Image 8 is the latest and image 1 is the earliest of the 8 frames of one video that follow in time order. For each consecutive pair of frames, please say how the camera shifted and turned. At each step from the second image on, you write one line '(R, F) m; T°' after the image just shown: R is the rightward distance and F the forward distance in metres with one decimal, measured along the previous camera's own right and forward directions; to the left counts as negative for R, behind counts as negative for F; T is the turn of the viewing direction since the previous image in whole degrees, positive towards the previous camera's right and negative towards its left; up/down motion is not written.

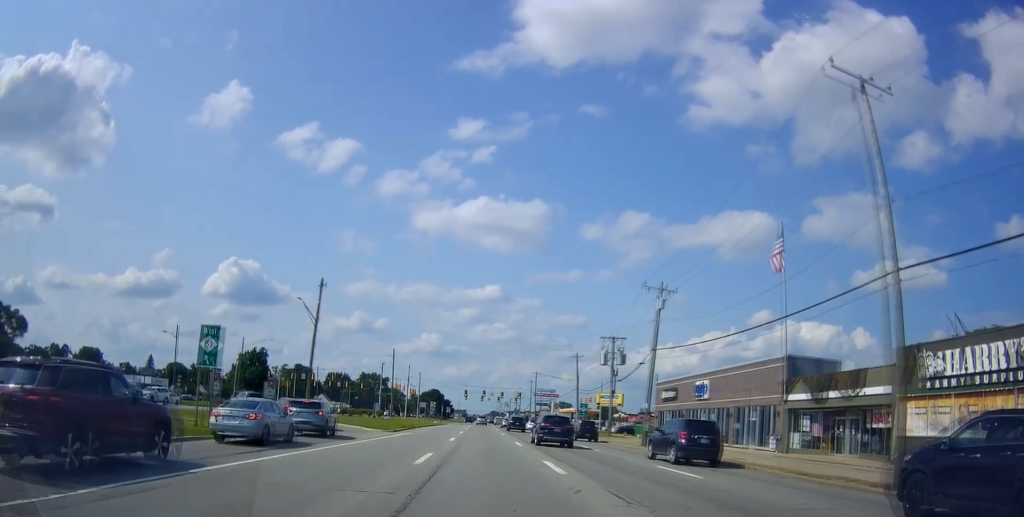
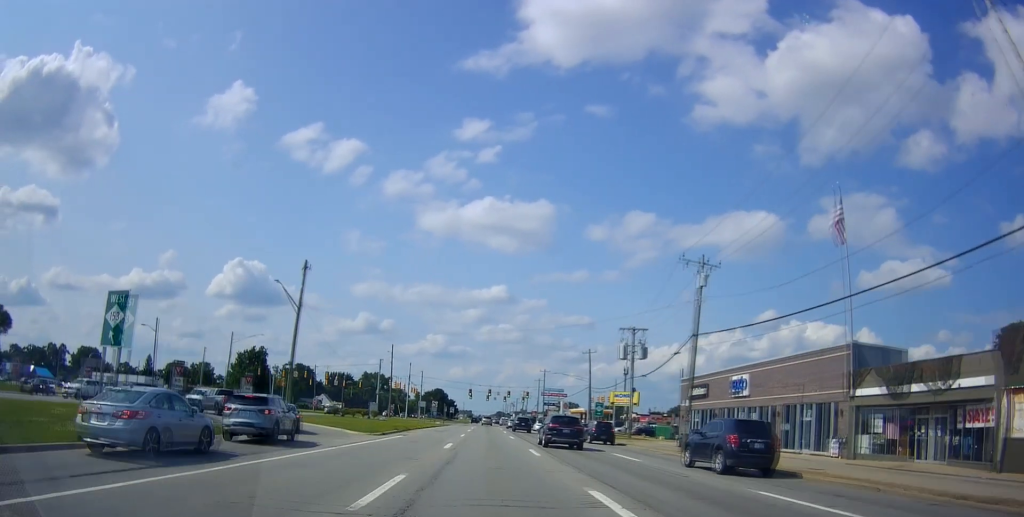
(-0.5, +7.4) m; -1°
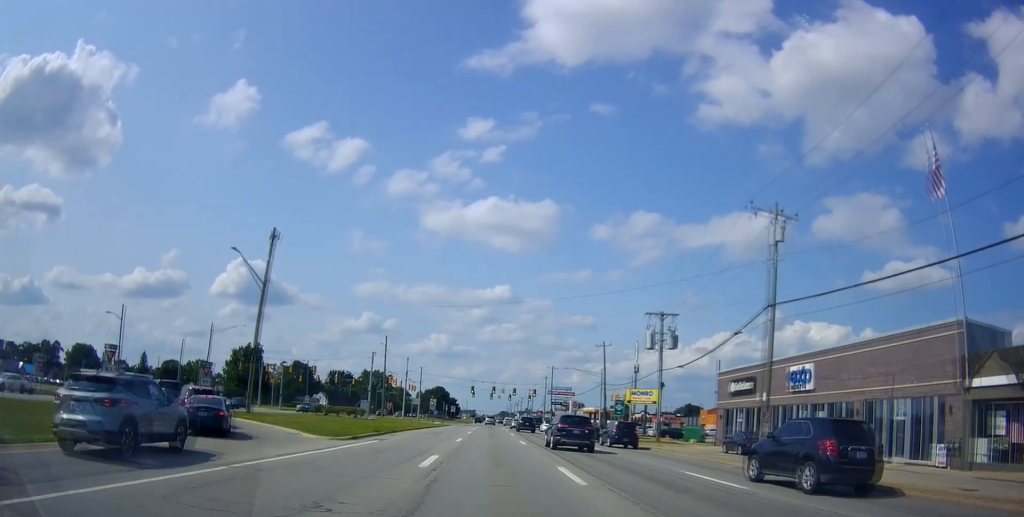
(+0.3, +9.6) m; +1°
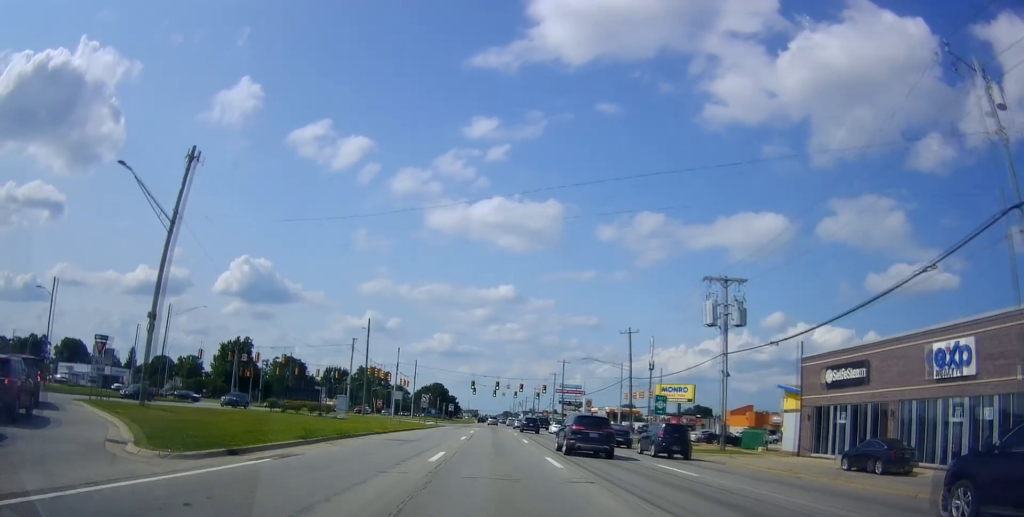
(+0.3, +14.9) m; +1°
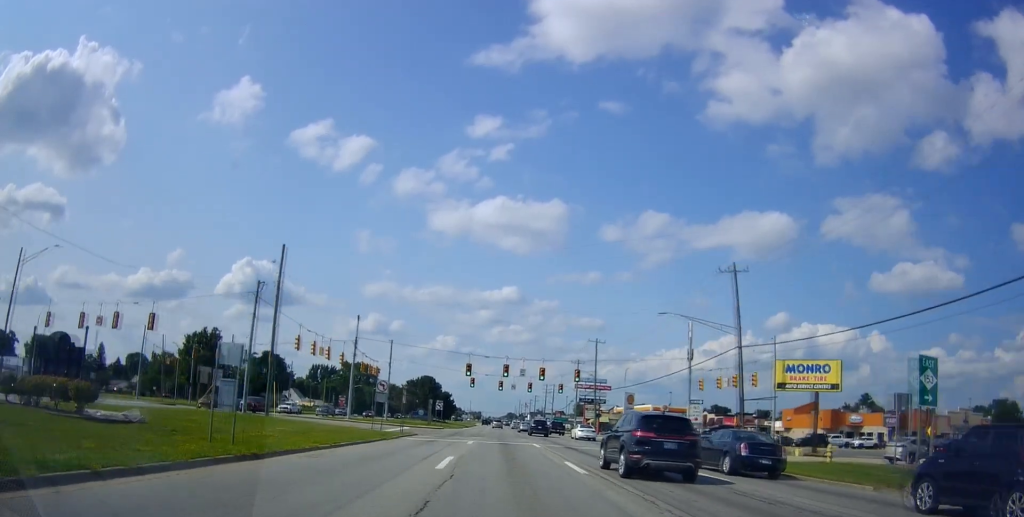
(-0.6, +32.9) m; -3°
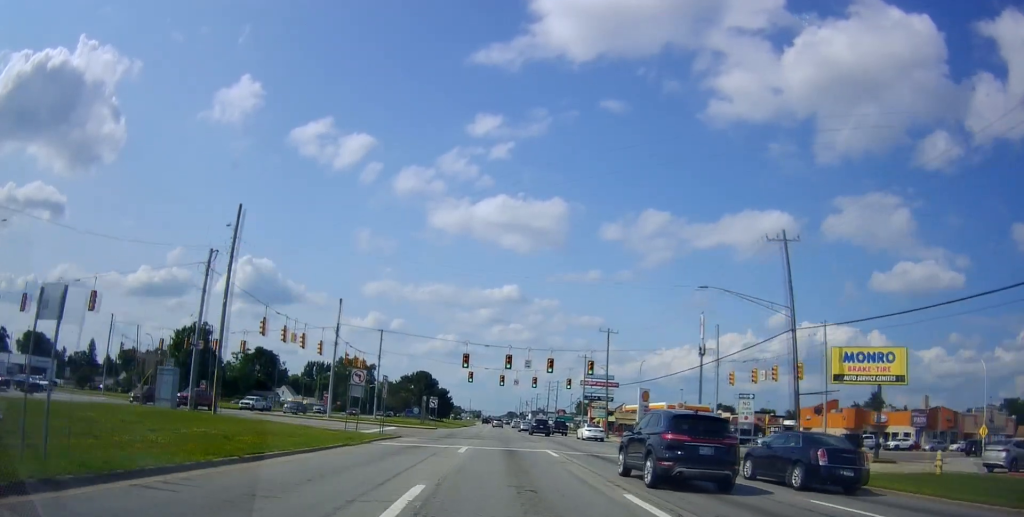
(-0.1, +8.3) m; 0°
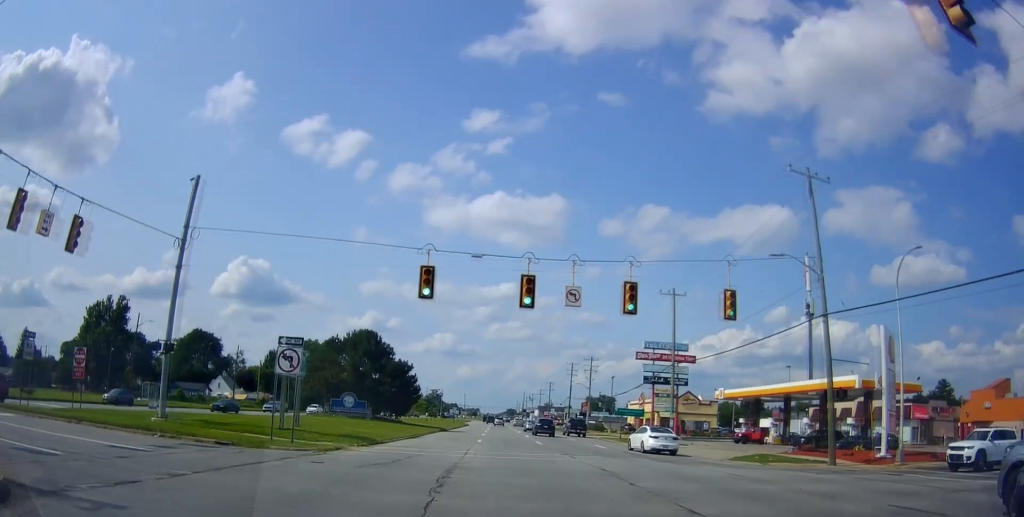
(+1.0, +51.1) m; +2°
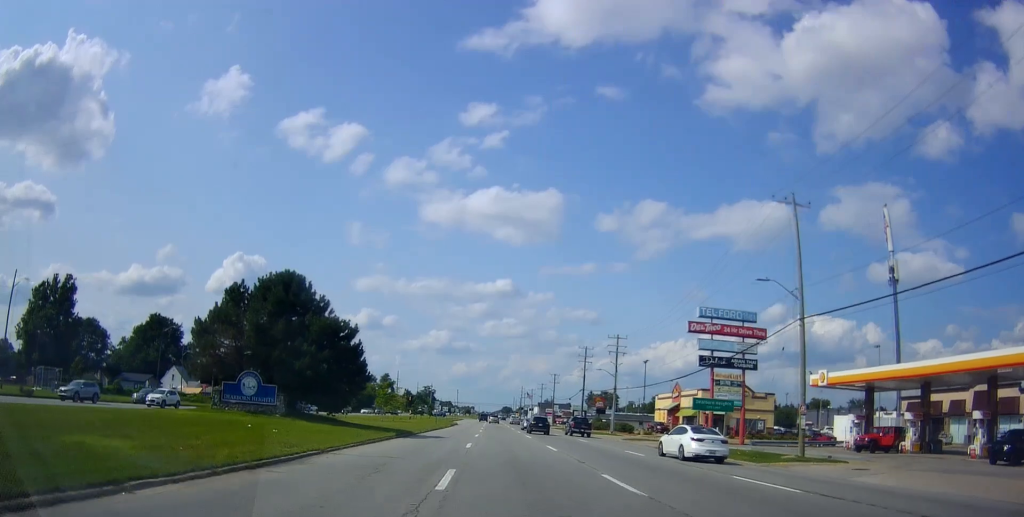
(+0.2, +23.8) m; -1°
